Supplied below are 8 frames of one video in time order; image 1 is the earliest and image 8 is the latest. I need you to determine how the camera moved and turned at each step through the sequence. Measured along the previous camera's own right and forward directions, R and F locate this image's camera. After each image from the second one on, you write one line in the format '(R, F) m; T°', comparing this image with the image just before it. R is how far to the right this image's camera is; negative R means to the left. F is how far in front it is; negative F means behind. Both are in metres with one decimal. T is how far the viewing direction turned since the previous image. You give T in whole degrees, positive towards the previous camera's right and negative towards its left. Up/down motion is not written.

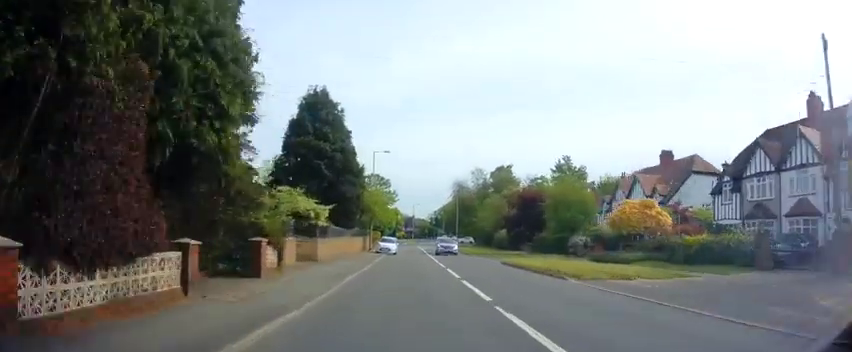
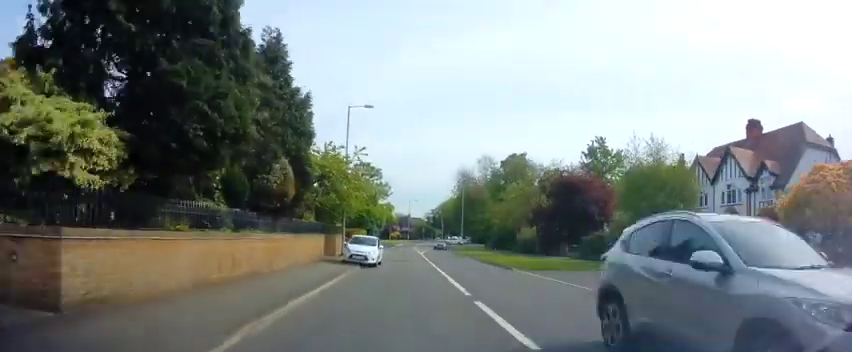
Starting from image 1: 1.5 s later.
(-0.4, +16.9) m; 0°
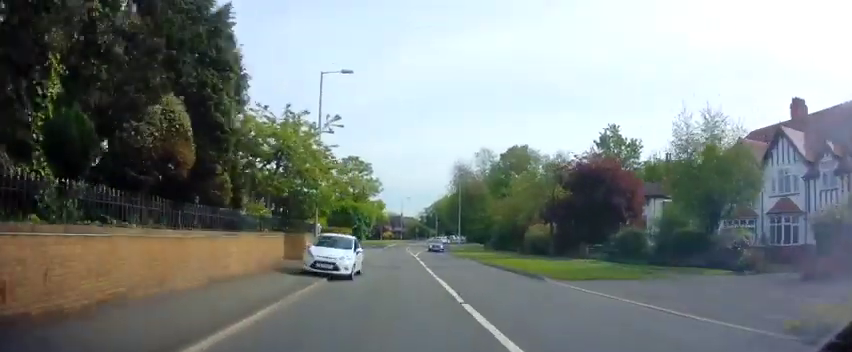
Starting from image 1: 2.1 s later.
(+0.3, +6.9) m; +1°
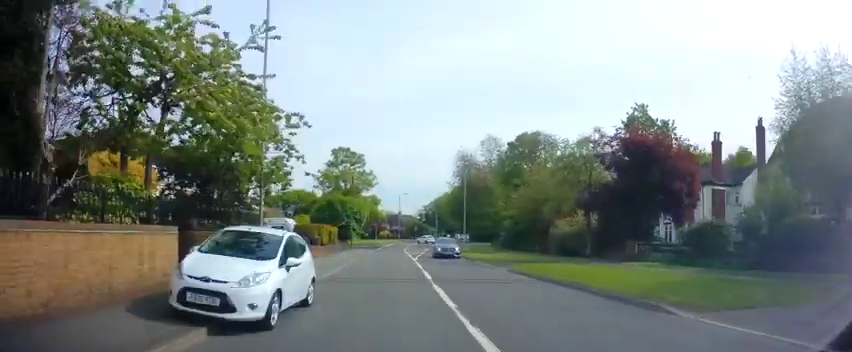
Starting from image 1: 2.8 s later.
(0.0, +8.7) m; 0°
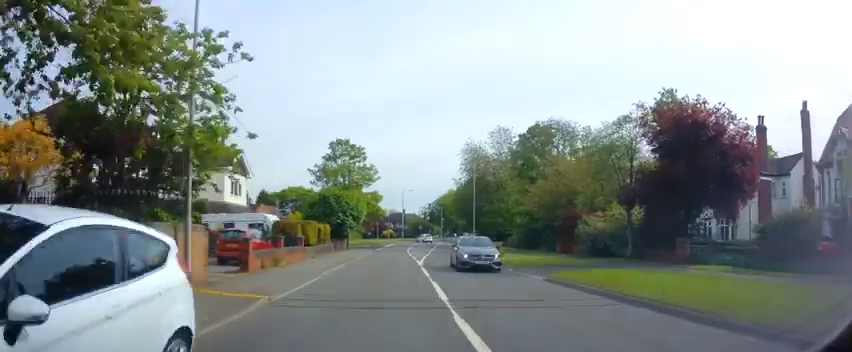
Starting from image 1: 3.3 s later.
(-0.1, +5.7) m; -1°
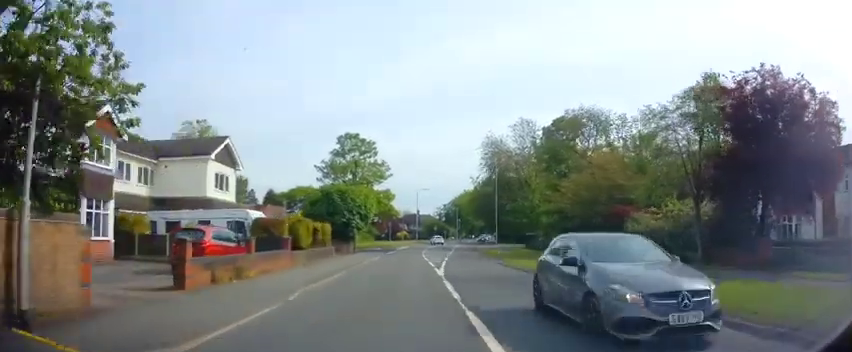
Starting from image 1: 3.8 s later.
(0.0, +5.5) m; -1°
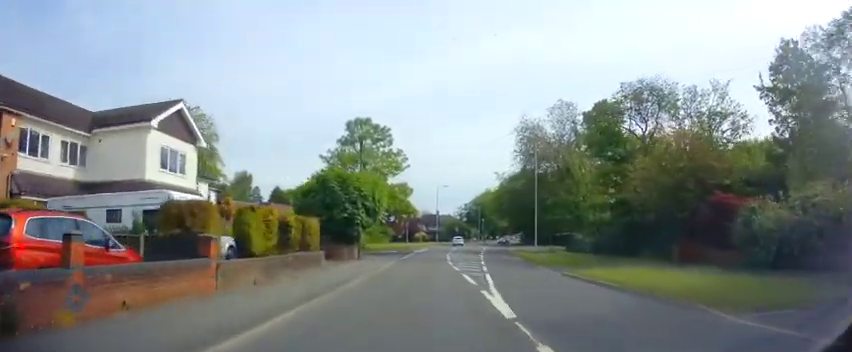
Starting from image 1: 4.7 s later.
(-0.1, +9.2) m; -1°
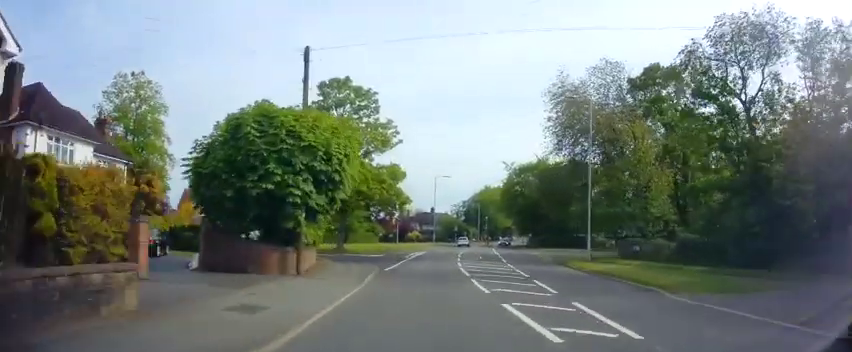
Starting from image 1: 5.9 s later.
(-0.3, +14.3) m; 0°
